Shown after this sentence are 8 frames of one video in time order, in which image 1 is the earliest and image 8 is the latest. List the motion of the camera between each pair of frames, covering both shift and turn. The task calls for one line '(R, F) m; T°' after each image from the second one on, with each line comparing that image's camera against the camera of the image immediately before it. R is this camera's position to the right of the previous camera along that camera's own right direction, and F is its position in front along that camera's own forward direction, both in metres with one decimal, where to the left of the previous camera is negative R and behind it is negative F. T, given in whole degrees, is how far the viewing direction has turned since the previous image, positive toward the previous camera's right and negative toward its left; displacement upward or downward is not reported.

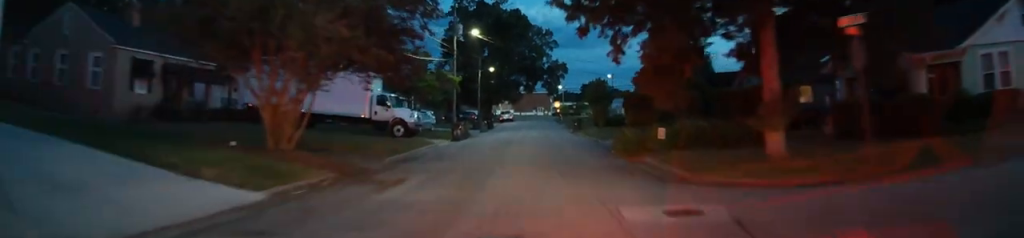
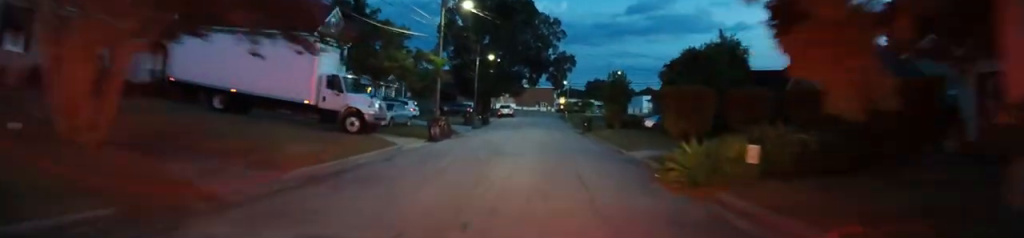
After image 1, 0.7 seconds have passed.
(+0.2, +8.5) m; 0°
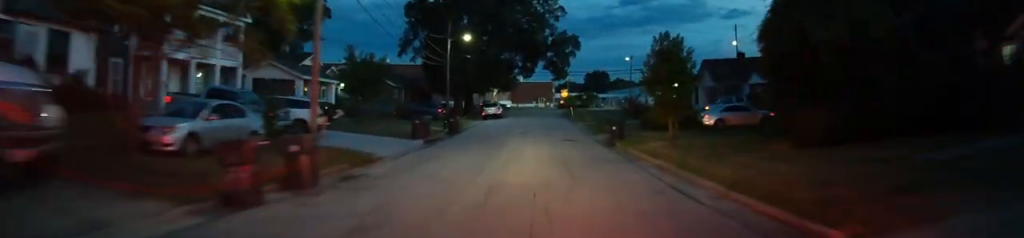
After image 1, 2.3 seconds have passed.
(-0.4, +18.5) m; -1°
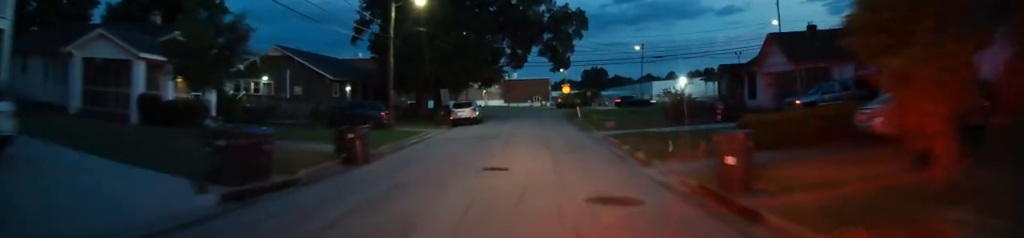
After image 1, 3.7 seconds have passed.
(+0.3, +17.7) m; +1°
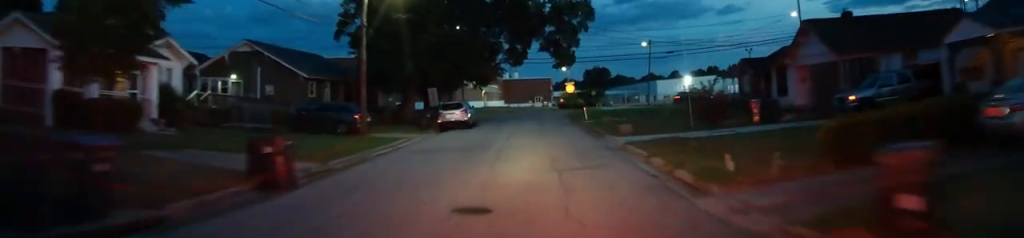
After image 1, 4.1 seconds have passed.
(0.0, +5.3) m; 0°
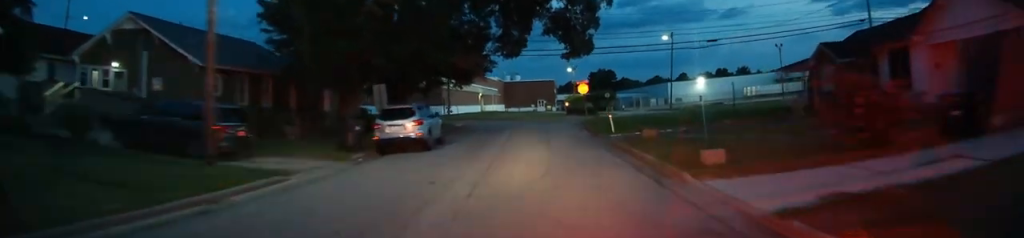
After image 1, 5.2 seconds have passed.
(-0.1, +13.6) m; 0°
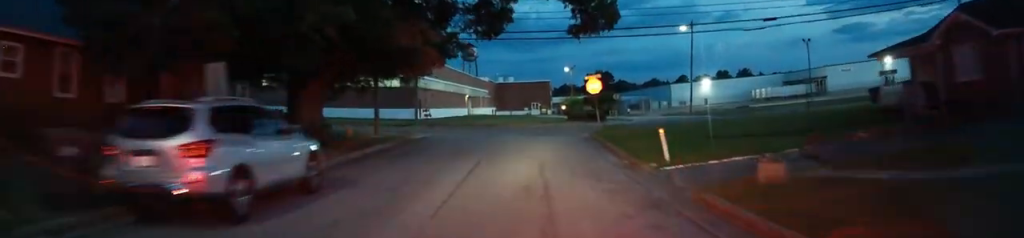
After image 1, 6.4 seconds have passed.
(0.0, +13.6) m; 0°
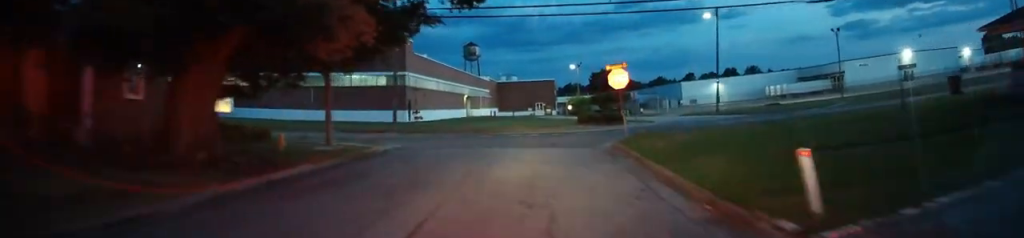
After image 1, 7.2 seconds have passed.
(0.0, +8.3) m; 0°
